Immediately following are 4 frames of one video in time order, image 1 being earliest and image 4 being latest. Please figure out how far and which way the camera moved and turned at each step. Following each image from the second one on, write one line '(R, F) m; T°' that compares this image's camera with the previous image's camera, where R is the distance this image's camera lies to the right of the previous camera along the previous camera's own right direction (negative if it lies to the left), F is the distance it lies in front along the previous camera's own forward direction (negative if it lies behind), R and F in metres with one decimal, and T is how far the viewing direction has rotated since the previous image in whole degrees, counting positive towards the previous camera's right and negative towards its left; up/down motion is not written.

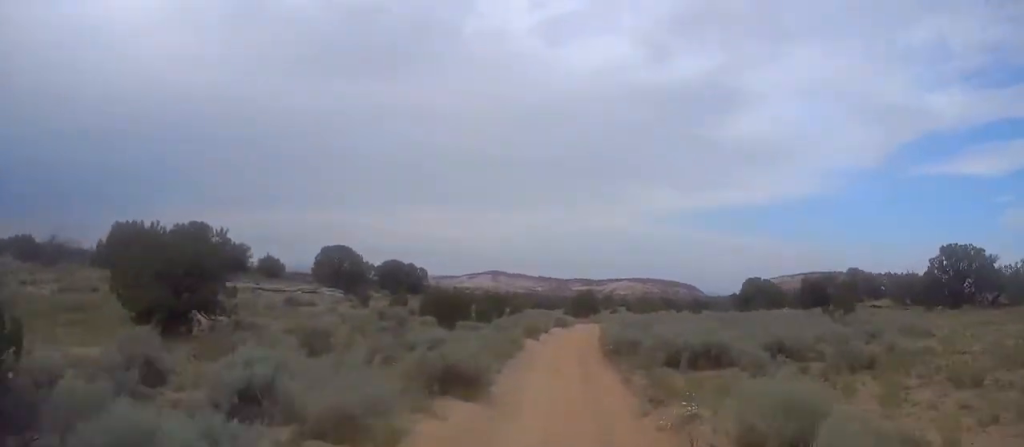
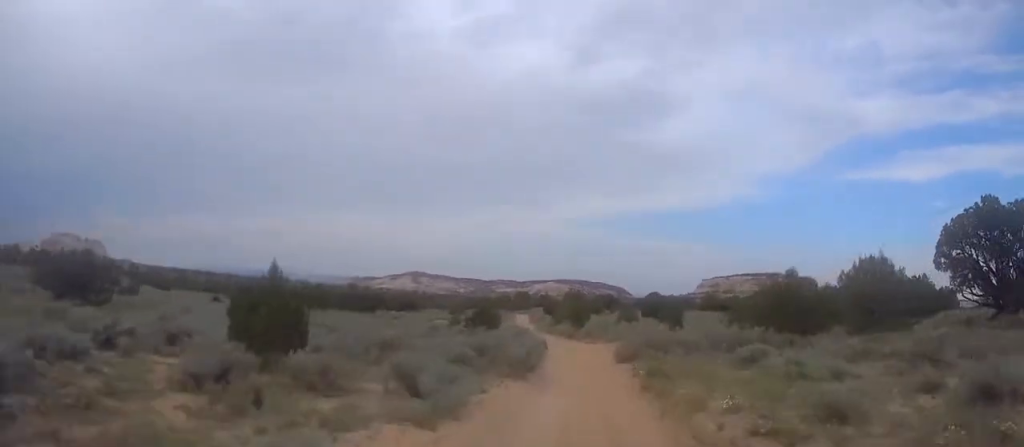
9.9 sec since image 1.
(+4.3, +98.0) m; +4°
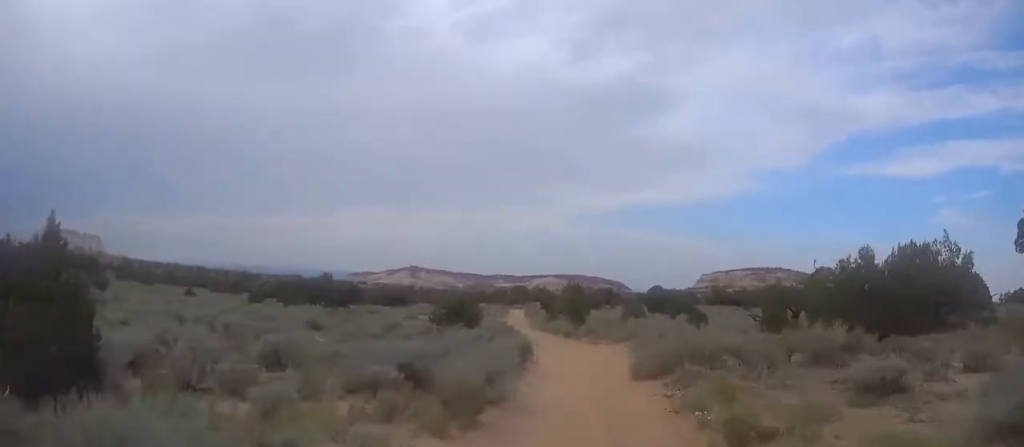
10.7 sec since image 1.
(-0.1, +8.5) m; 0°
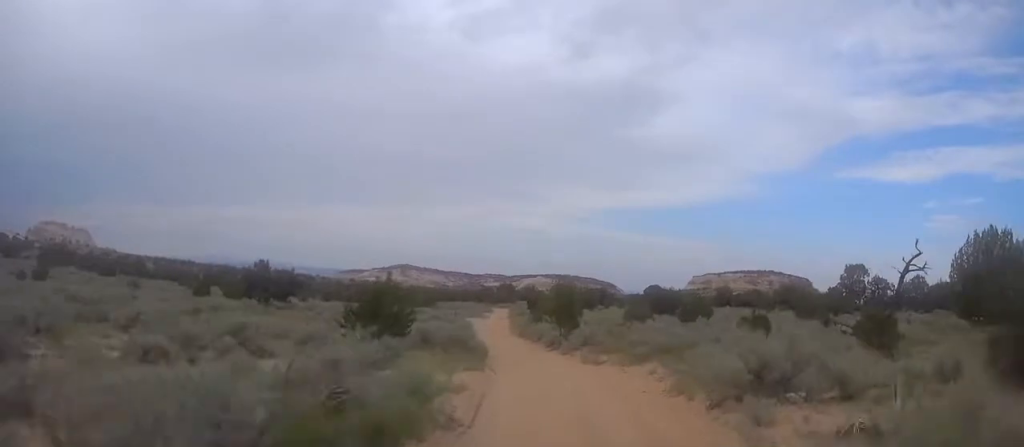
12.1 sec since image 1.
(-0.1, +13.1) m; 0°
